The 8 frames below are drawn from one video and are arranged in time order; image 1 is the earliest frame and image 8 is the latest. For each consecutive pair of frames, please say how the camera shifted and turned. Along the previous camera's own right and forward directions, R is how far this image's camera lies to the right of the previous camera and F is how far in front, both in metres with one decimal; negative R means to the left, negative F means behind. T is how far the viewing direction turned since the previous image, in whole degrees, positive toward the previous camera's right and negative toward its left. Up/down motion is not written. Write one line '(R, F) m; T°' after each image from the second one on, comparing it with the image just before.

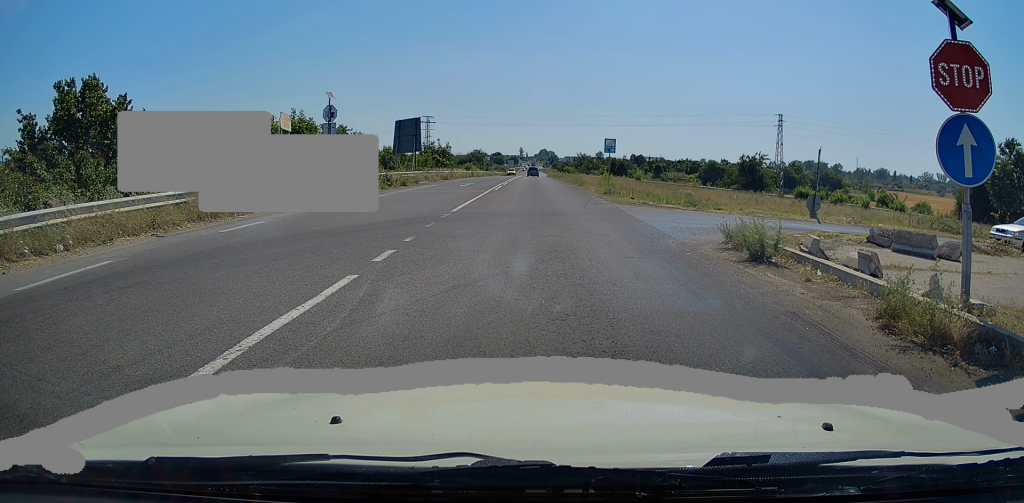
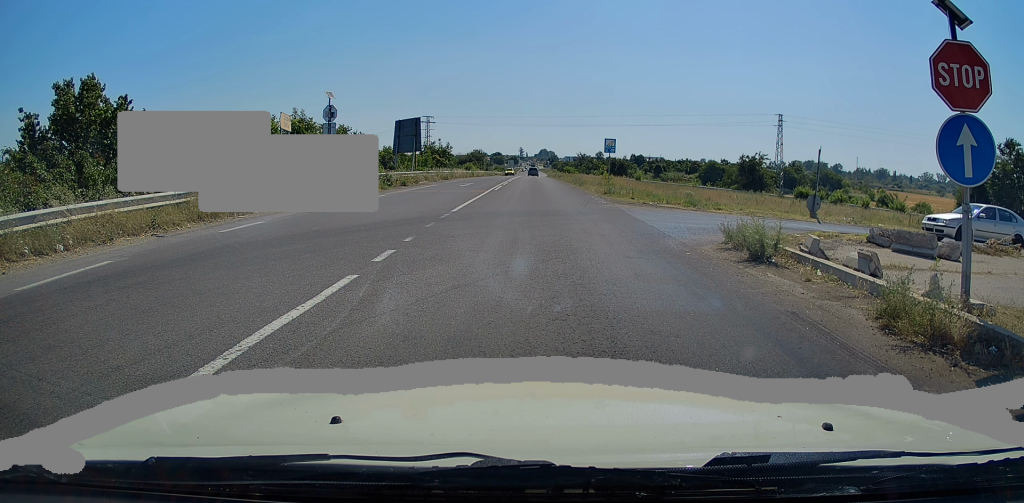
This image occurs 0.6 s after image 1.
(0.0, 0.0) m; 0°
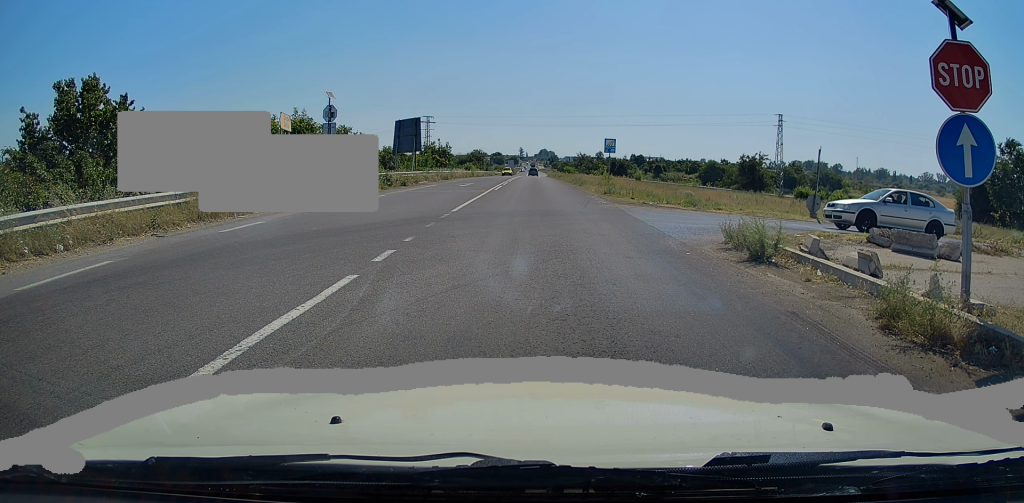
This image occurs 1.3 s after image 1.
(0.0, 0.0) m; 0°
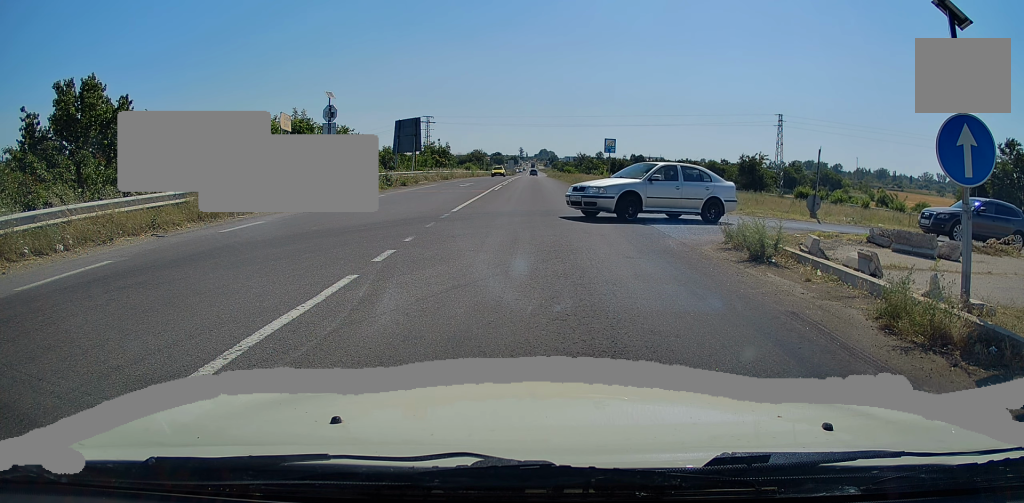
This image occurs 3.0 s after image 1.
(0.0, 0.0) m; 0°
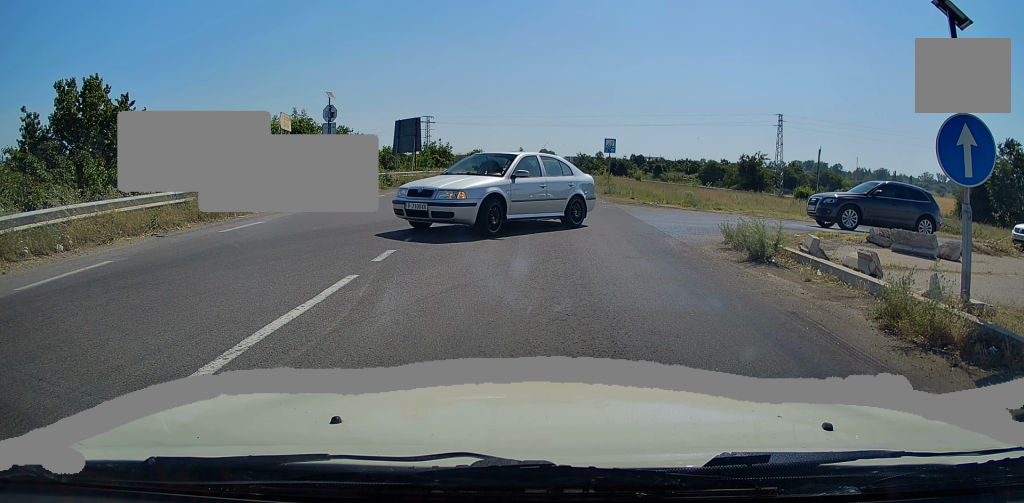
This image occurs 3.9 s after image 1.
(0.0, 0.0) m; 0°
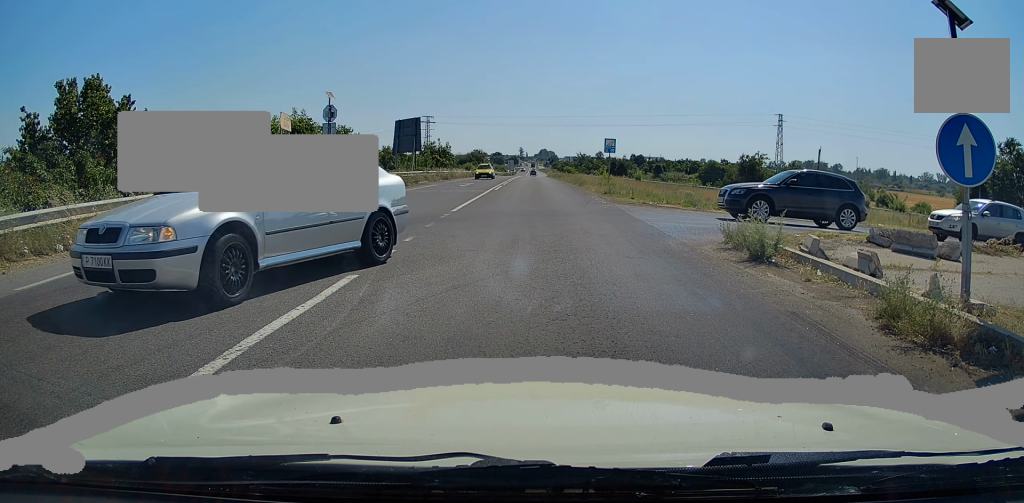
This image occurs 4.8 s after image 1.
(0.0, 0.0) m; 0°
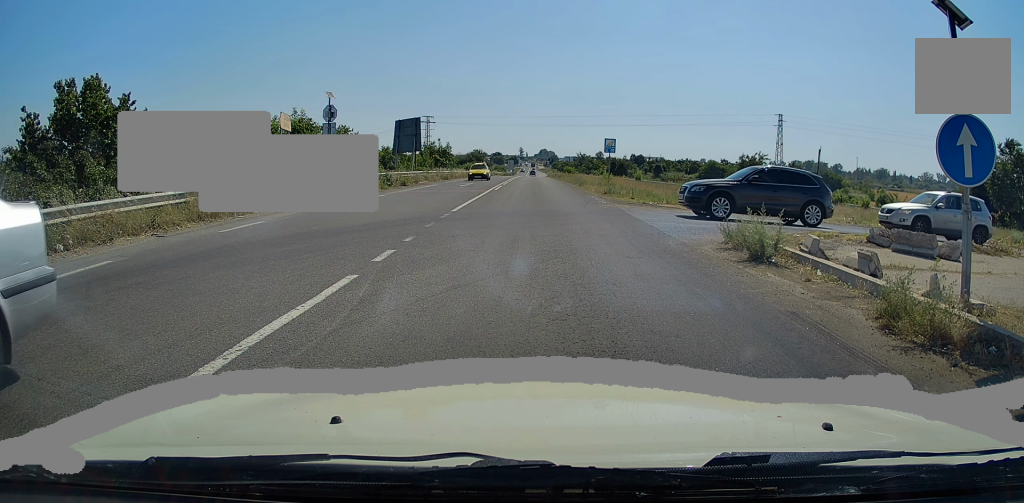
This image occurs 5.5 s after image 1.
(0.0, 0.0) m; 0°
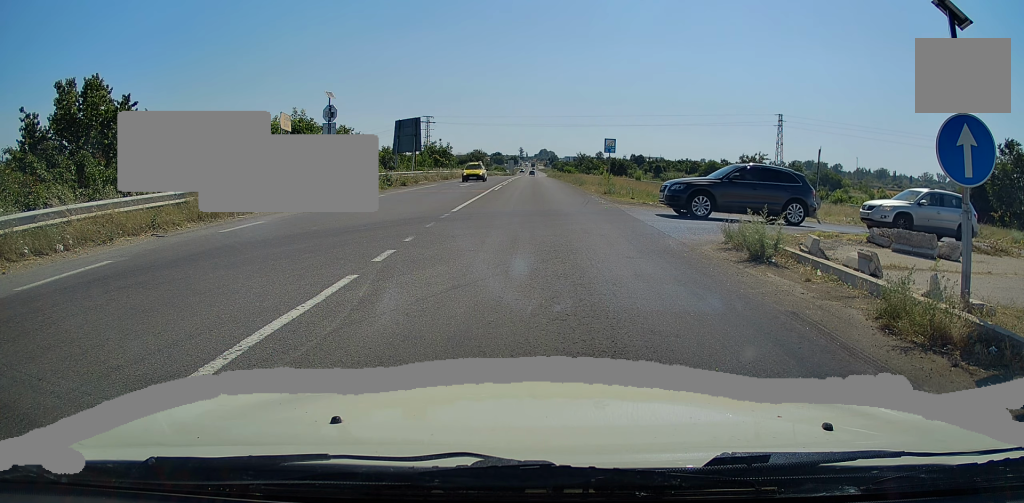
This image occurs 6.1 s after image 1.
(0.0, 0.0) m; 0°
